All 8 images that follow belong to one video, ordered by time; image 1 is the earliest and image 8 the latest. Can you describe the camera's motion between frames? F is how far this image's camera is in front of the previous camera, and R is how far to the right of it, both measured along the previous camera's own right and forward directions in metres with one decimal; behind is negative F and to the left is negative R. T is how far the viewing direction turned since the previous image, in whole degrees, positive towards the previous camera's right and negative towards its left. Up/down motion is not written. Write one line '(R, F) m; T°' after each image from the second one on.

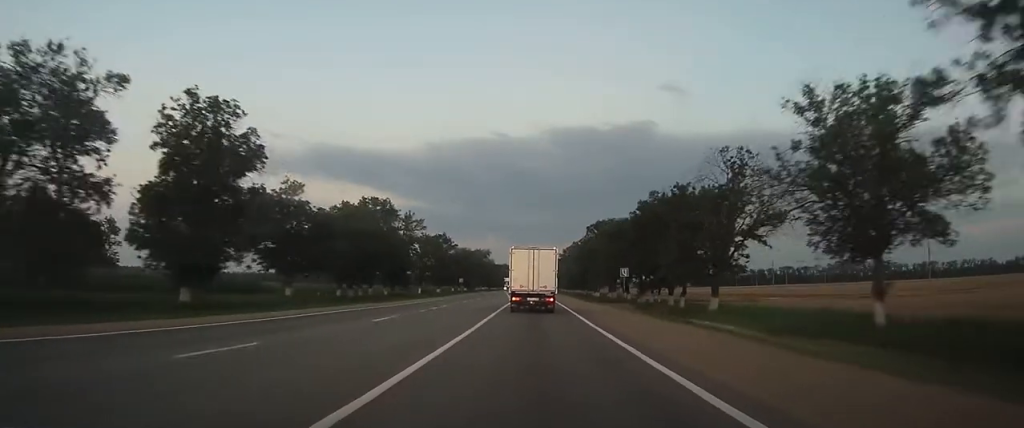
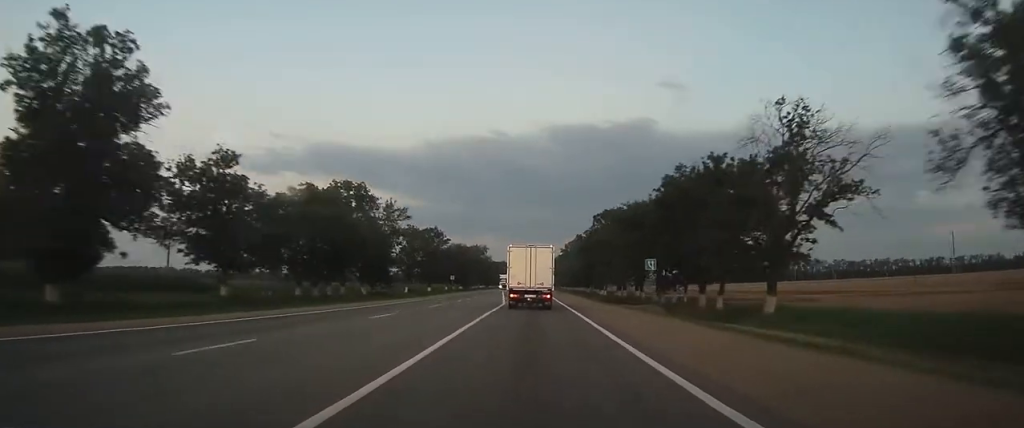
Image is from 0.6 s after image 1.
(0.0, +11.9) m; 0°
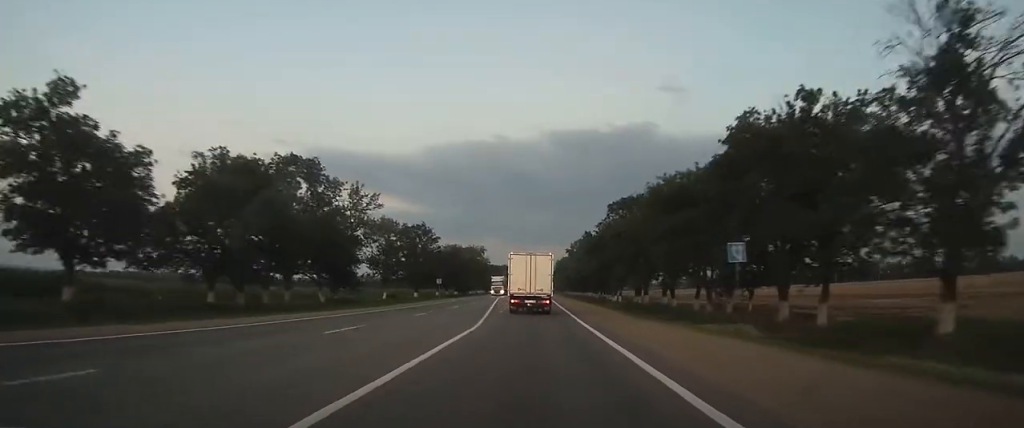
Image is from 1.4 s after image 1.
(0.0, +16.7) m; 0°
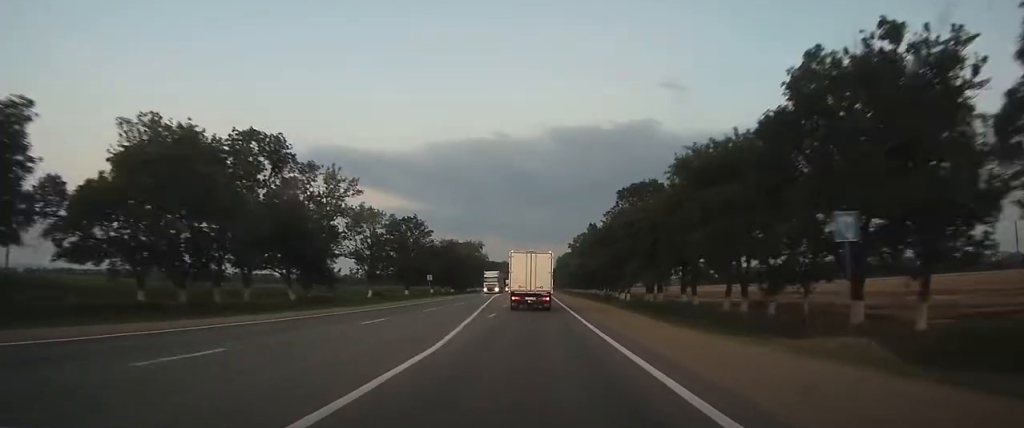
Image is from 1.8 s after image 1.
(0.0, +8.3) m; 0°
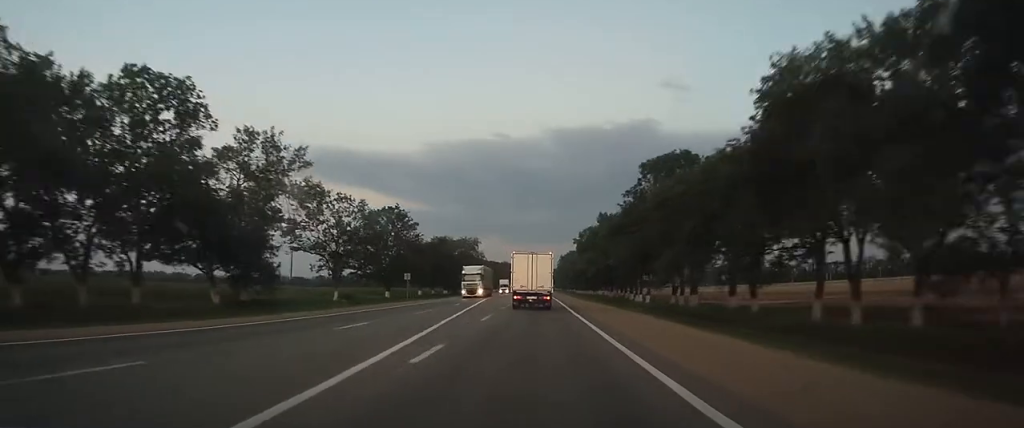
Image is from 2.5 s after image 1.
(+0.1, +14.5) m; 0°
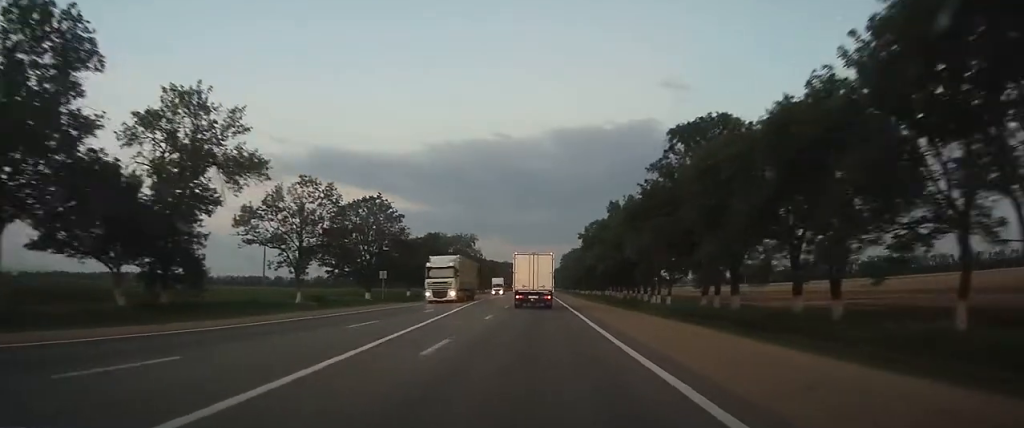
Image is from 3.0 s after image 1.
(0.0, +11.0) m; 0°
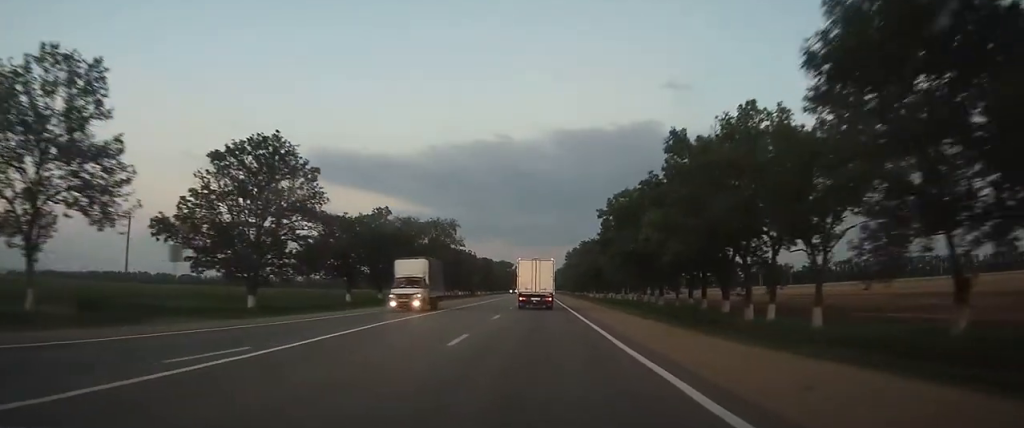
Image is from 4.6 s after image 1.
(-0.1, +33.2) m; 0°
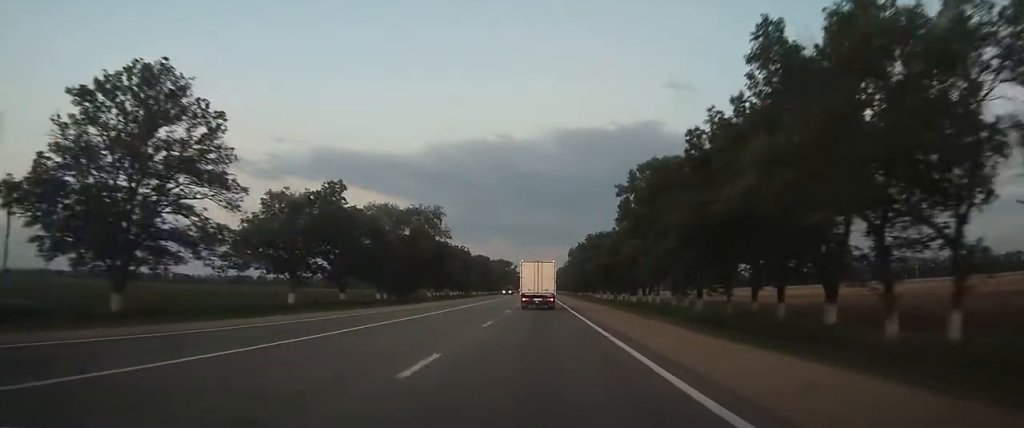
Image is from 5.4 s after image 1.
(0.0, +16.7) m; 0°
